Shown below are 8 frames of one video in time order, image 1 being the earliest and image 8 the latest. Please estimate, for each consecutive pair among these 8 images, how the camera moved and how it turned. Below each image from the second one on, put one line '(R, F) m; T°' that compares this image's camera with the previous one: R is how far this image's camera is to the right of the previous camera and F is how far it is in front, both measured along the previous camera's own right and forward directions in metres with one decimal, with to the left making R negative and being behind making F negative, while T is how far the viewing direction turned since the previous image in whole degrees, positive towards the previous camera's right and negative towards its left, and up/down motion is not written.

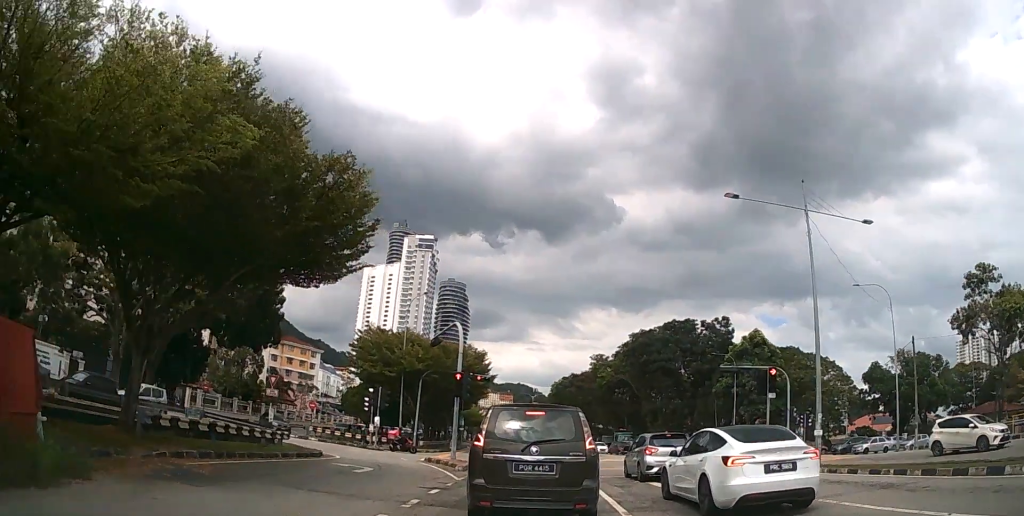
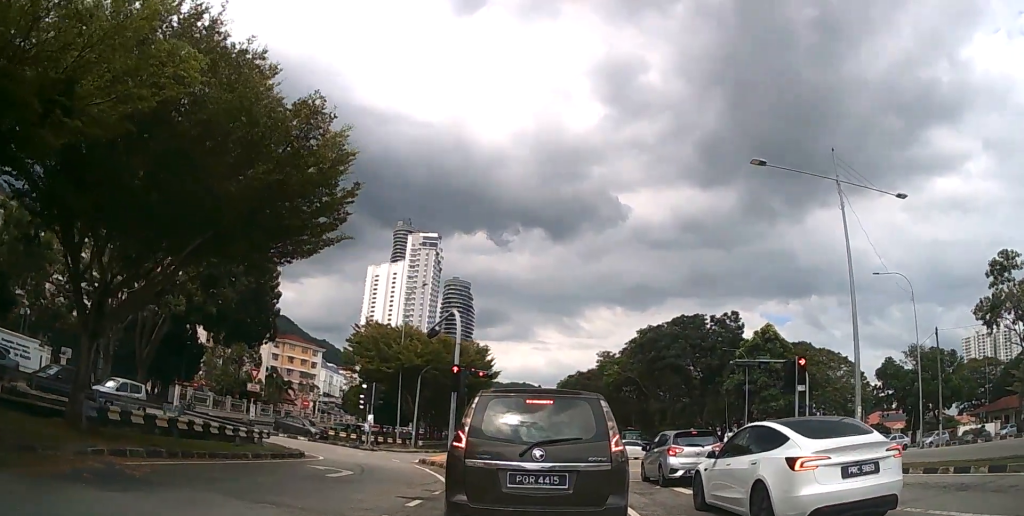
(0.0, +2.5) m; -1°
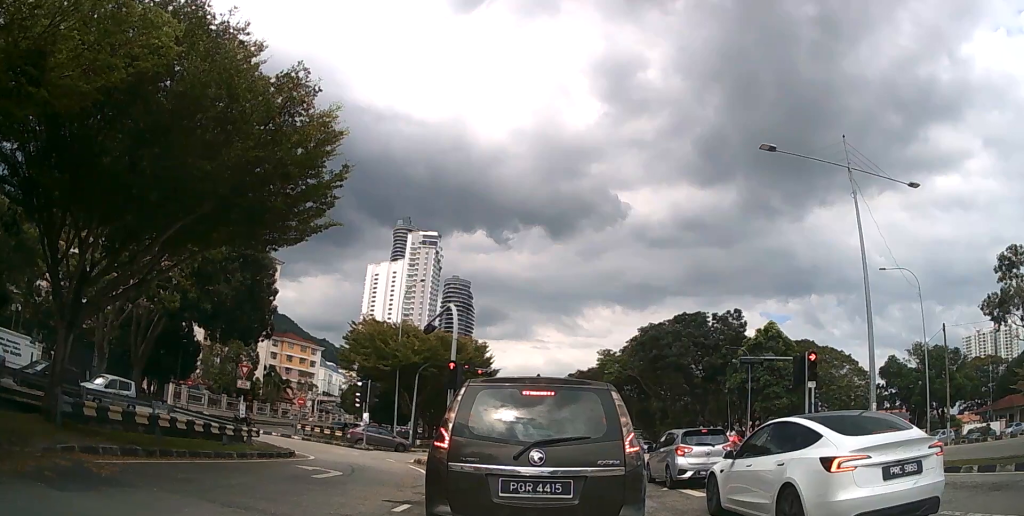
(0.0, +1.2) m; 0°
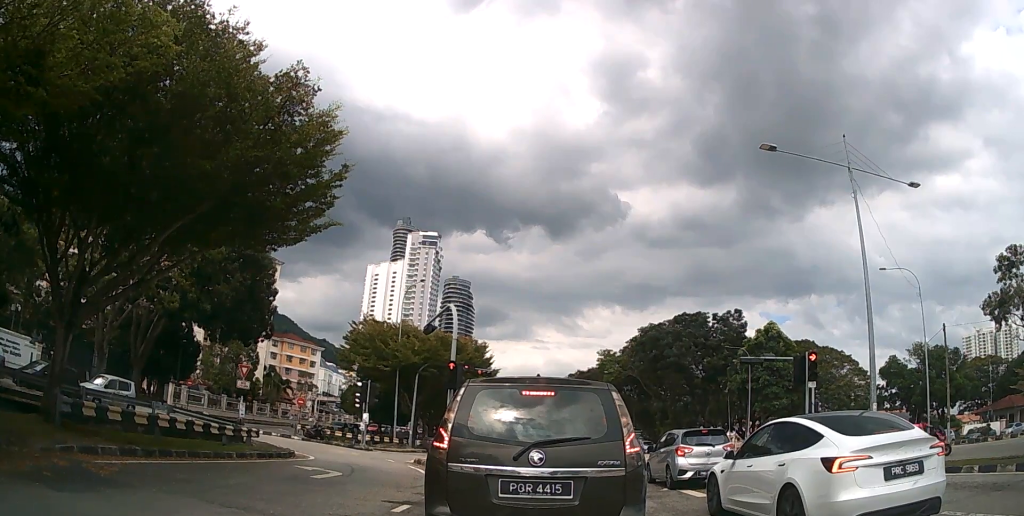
(0.0, +0.2) m; 0°
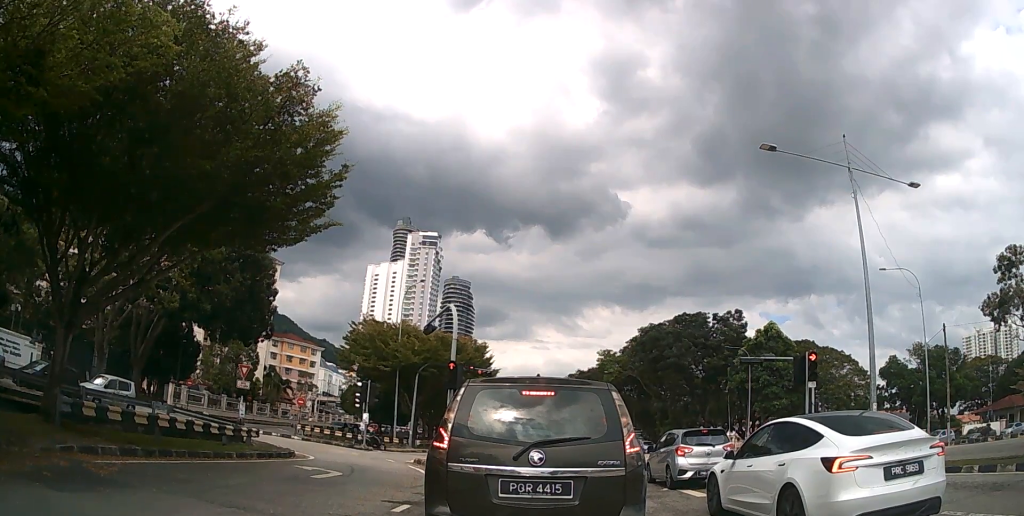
(0.0, 0.0) m; 0°
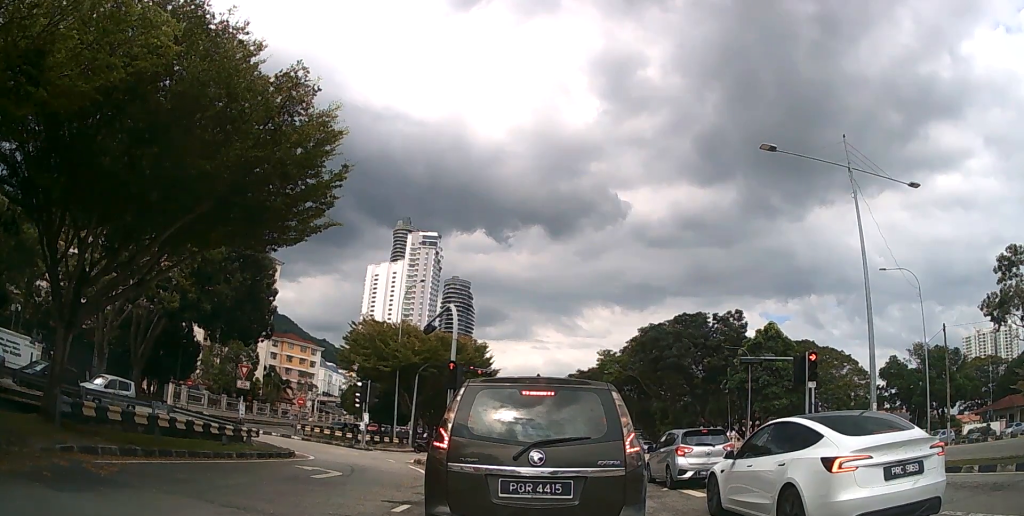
(0.0, 0.0) m; 0°
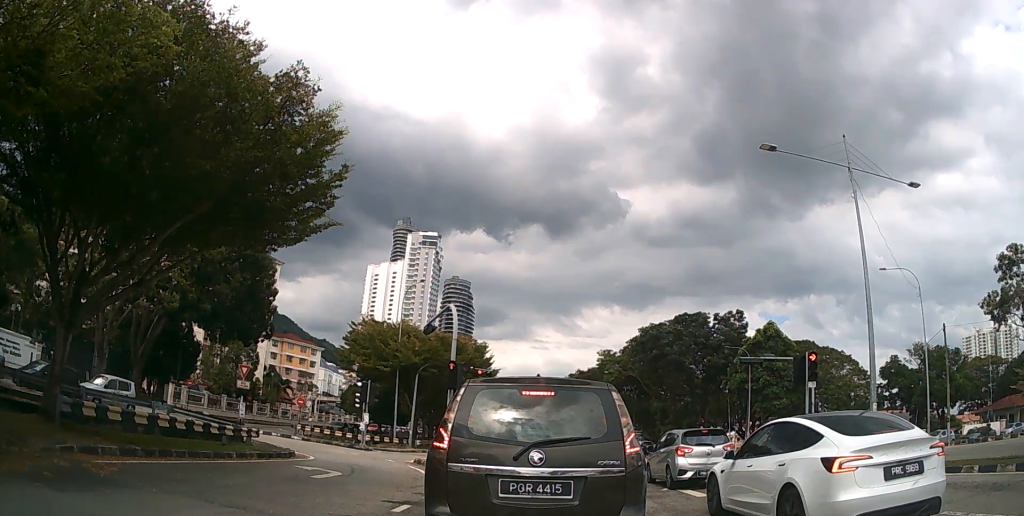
(0.0, 0.0) m; 0°
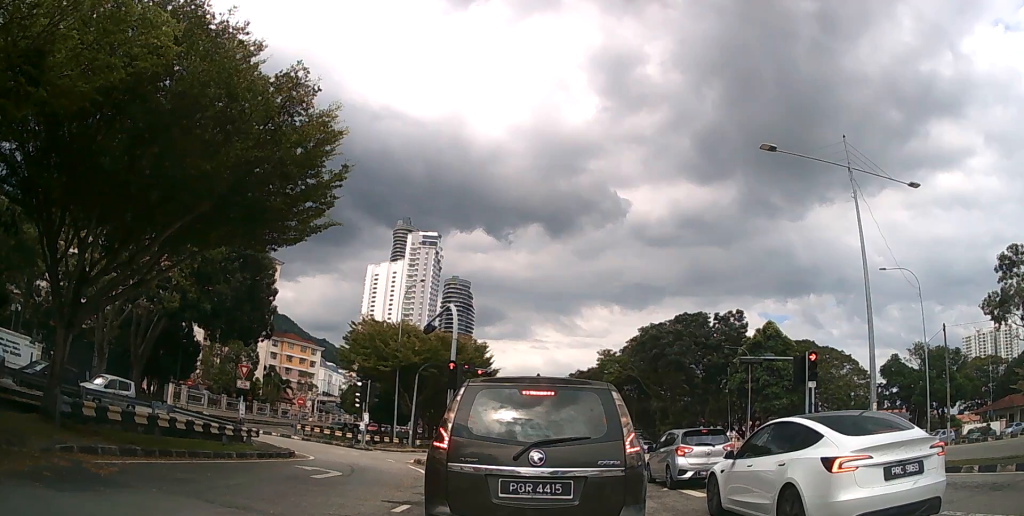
(0.0, 0.0) m; 0°
